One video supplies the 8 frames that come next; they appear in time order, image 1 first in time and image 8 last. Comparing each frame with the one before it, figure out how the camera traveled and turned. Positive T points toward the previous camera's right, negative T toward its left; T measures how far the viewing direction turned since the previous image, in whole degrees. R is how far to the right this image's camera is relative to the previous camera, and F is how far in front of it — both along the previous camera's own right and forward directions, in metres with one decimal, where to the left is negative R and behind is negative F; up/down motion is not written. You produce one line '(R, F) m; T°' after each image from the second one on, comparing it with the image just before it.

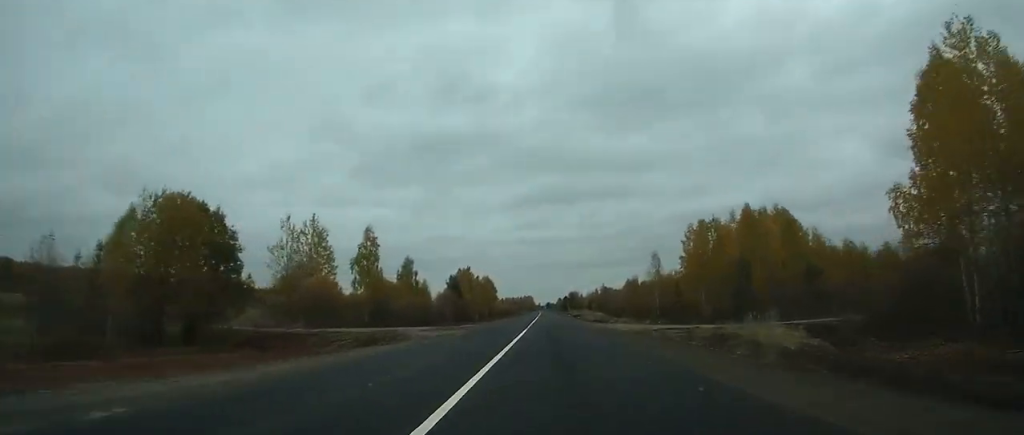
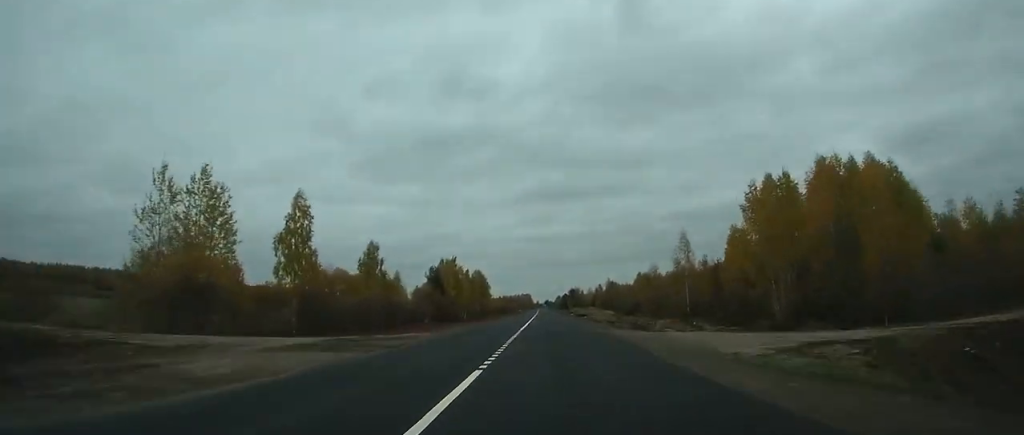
(0.0, +24.2) m; 0°
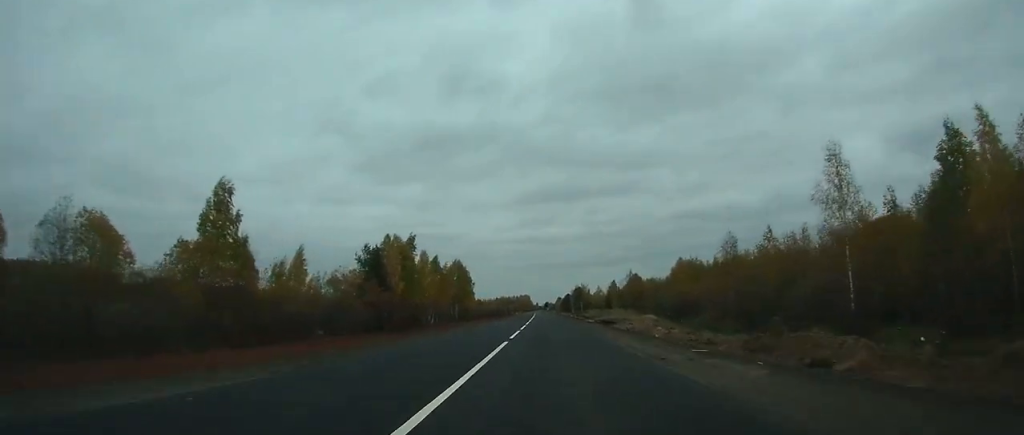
(-0.1, +47.8) m; 0°
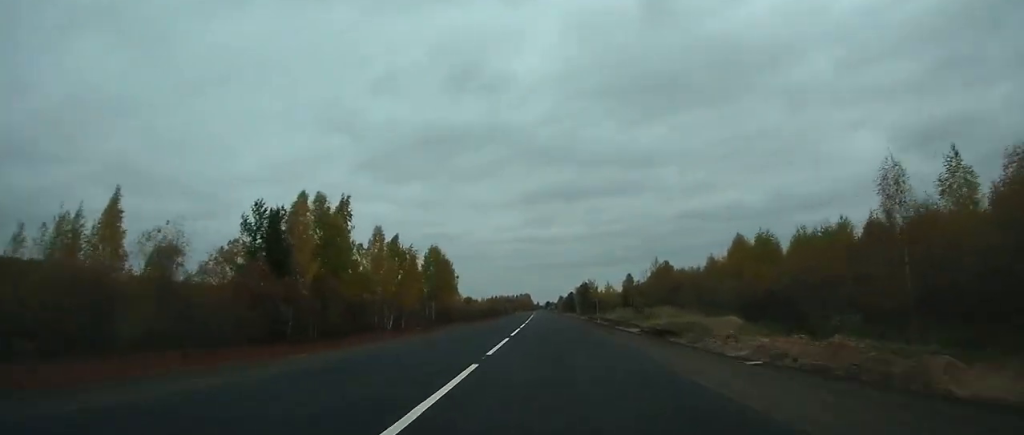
(0.0, +35.3) m; 0°
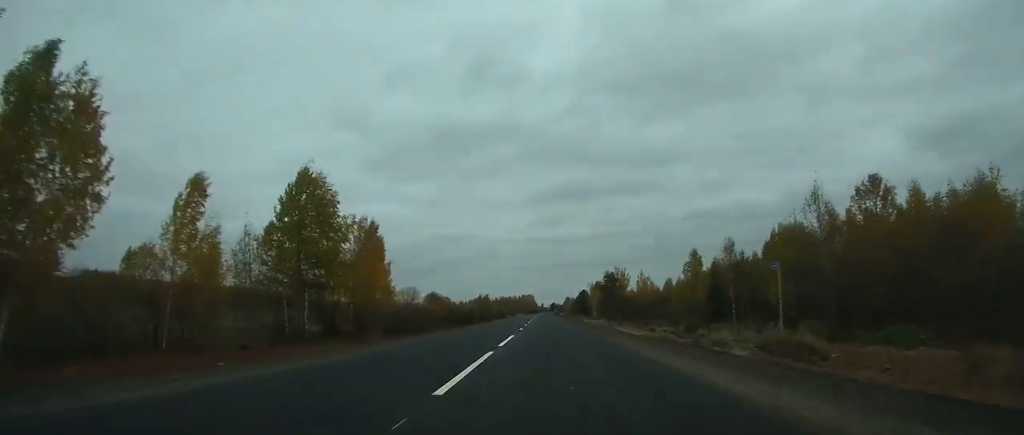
(-0.2, +70.2) m; 0°
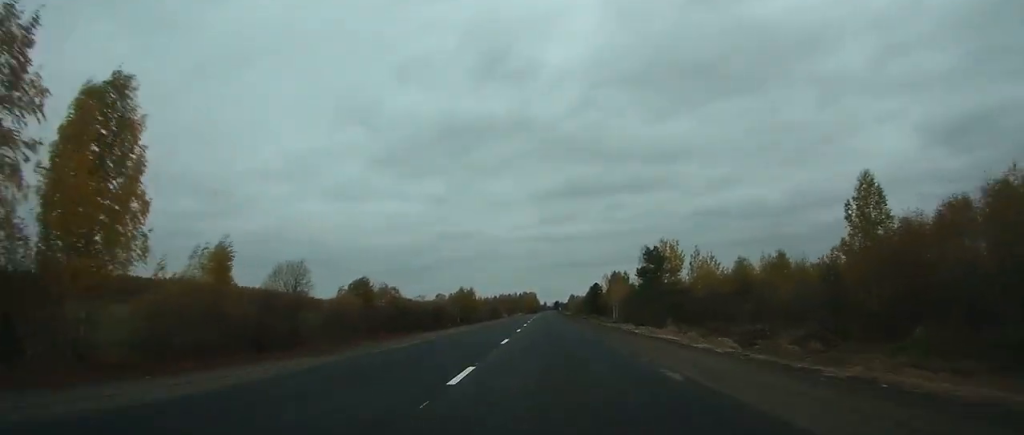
(-0.2, +52.3) m; 0°
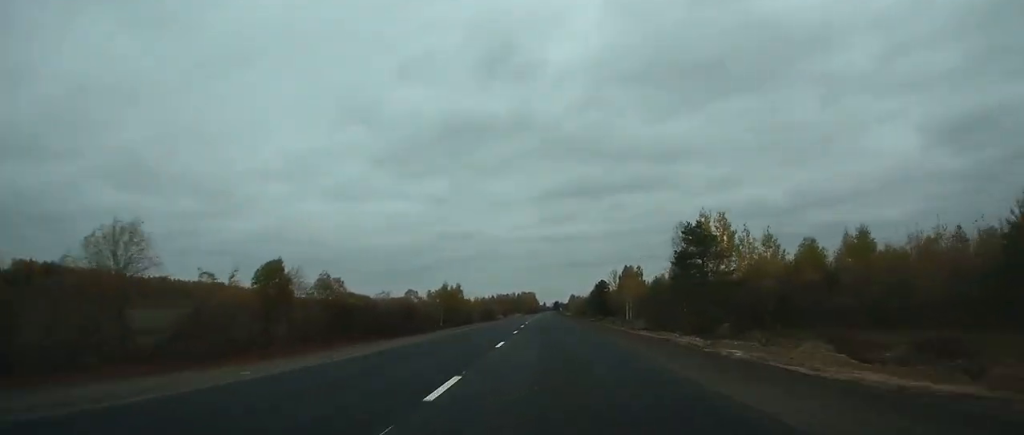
(0.0, +24.7) m; 0°
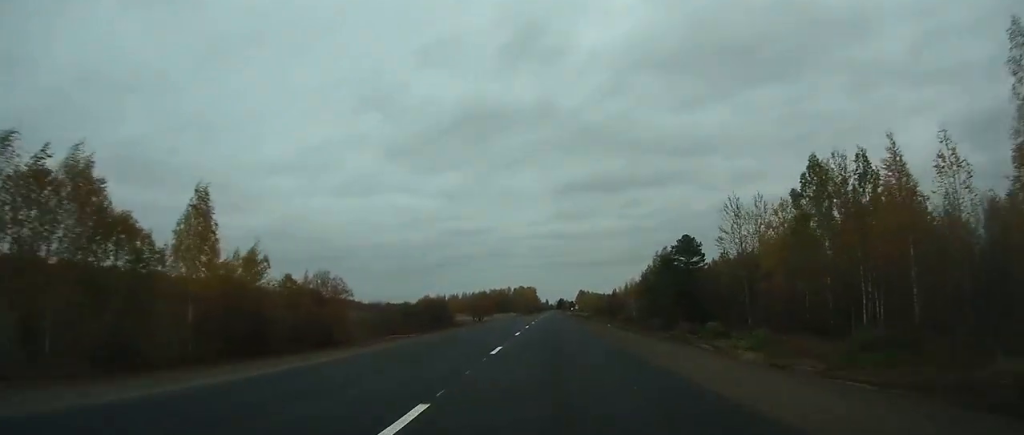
(0.0, +111.4) m; 0°
